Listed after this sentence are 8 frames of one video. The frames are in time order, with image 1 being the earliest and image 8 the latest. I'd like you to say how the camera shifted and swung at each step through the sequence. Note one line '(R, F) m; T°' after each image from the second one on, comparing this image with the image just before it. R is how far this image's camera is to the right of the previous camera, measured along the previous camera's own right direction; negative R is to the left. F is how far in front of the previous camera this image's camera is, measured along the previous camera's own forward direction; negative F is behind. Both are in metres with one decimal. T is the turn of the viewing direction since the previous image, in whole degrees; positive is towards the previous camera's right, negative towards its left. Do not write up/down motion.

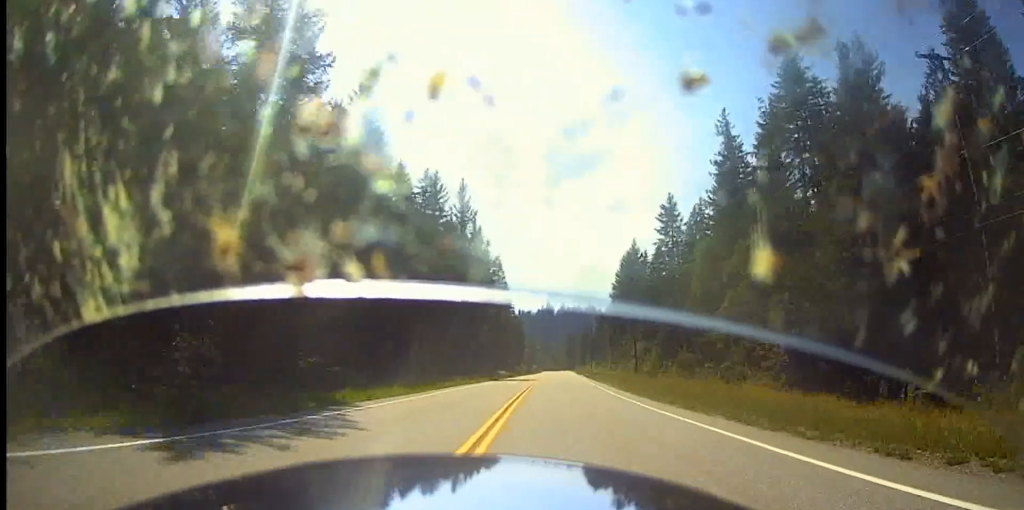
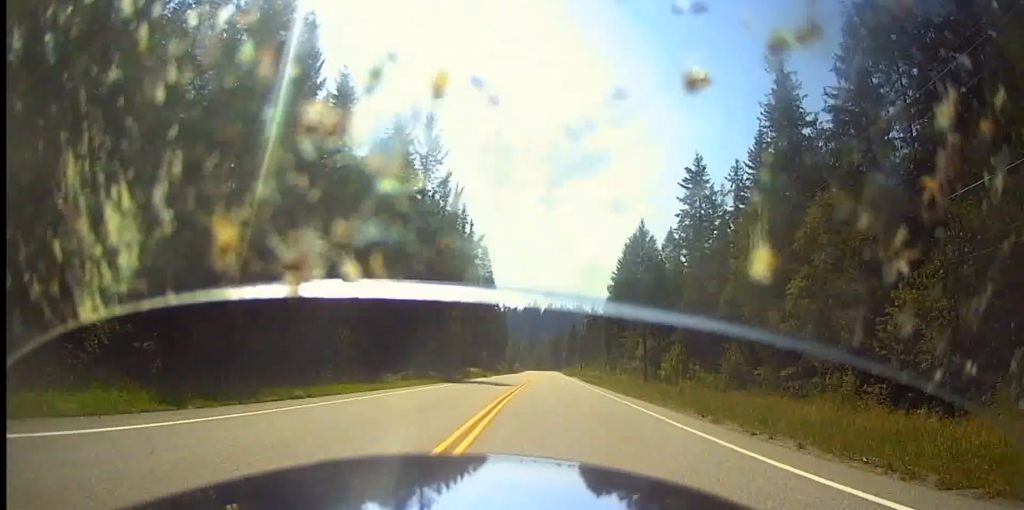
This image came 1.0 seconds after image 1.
(+1.0, +18.6) m; +4°
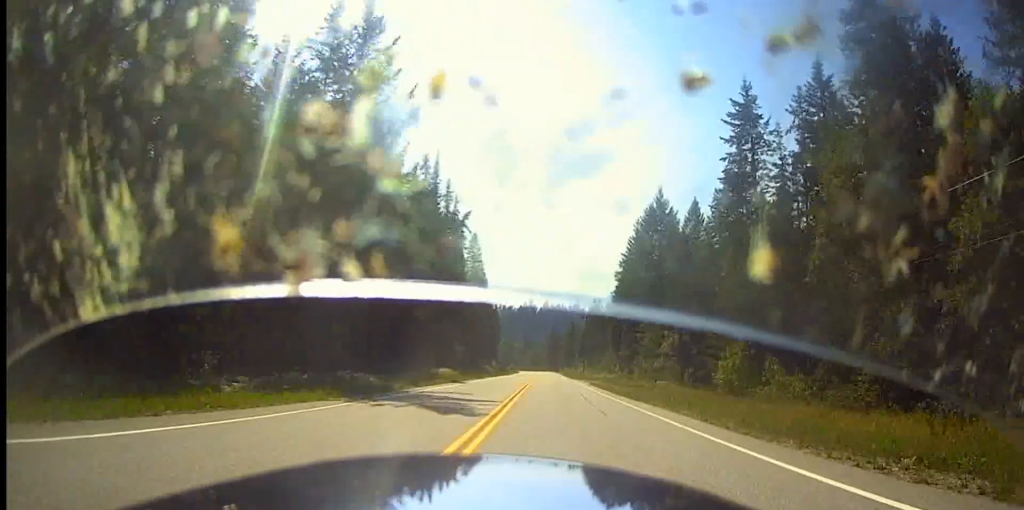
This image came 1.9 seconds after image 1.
(+0.4, +18.9) m; +4°
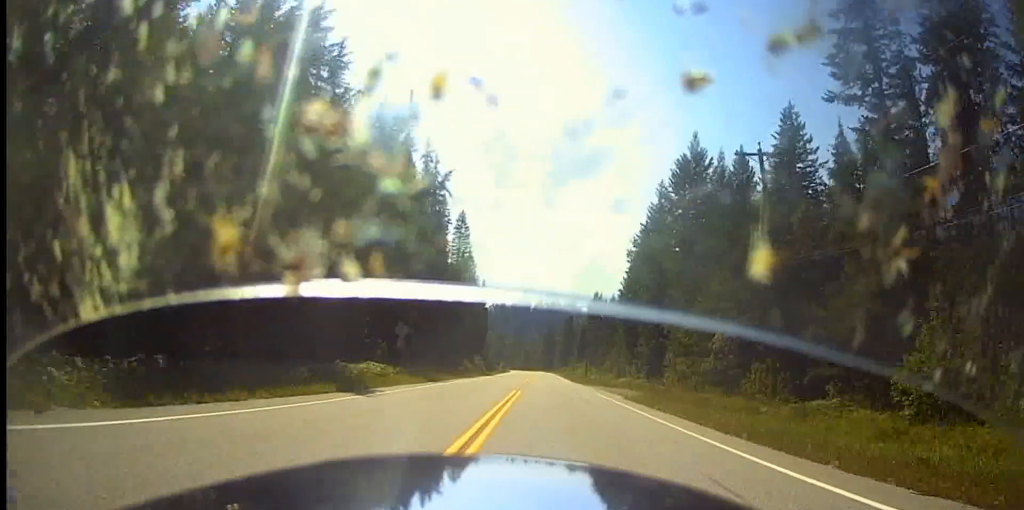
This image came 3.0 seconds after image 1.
(+1.2, +21.4) m; +4°
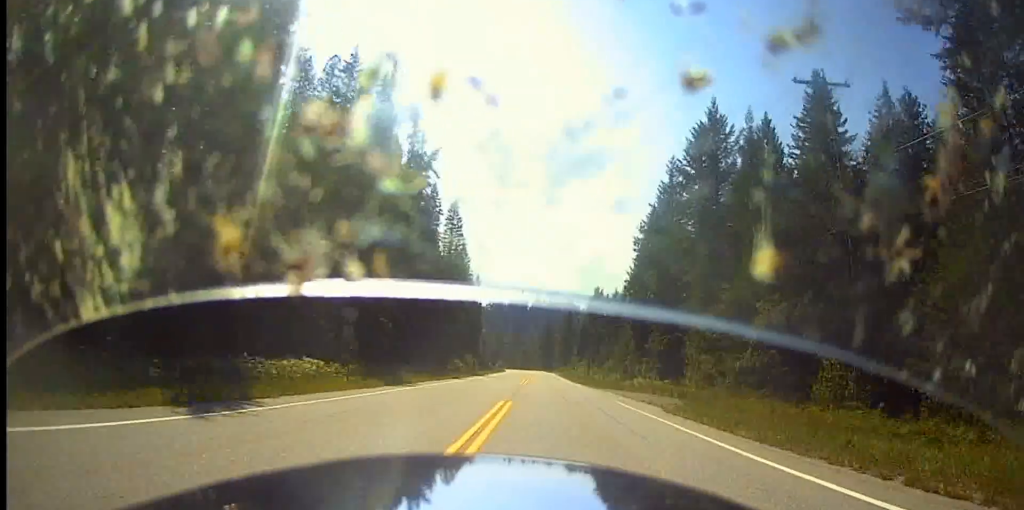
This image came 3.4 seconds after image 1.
(+0.1, +8.9) m; -1°
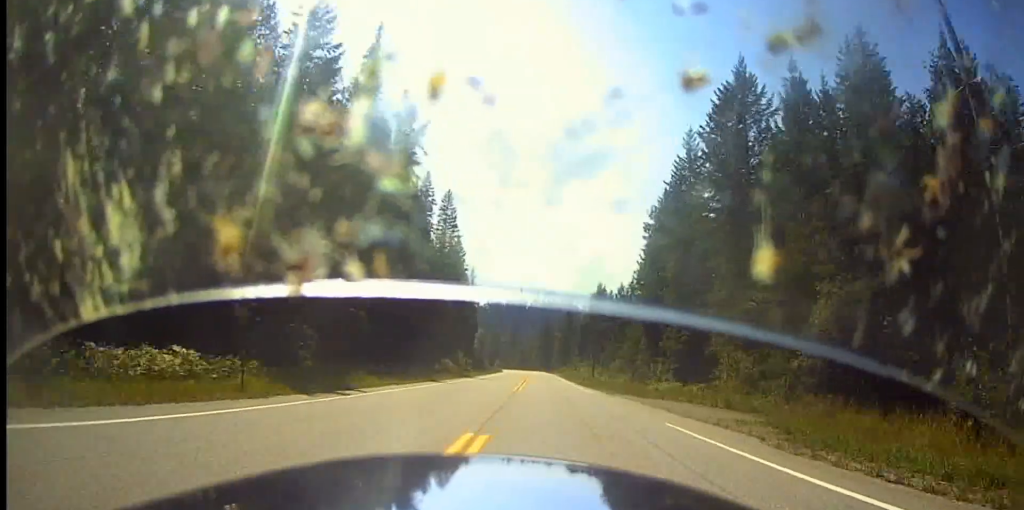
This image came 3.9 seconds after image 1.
(+0.2, +8.9) m; -2°
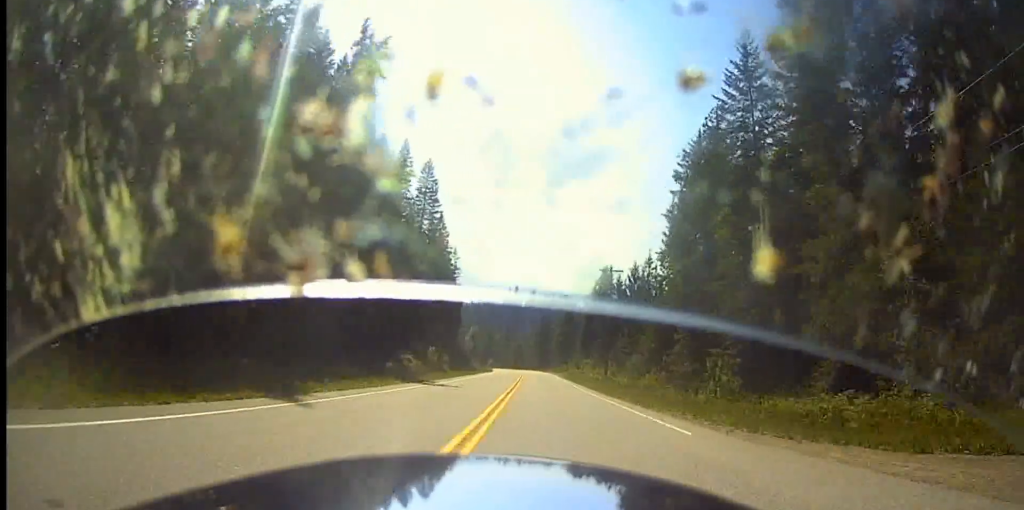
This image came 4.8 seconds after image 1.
(-1.1, +19.2) m; -5°
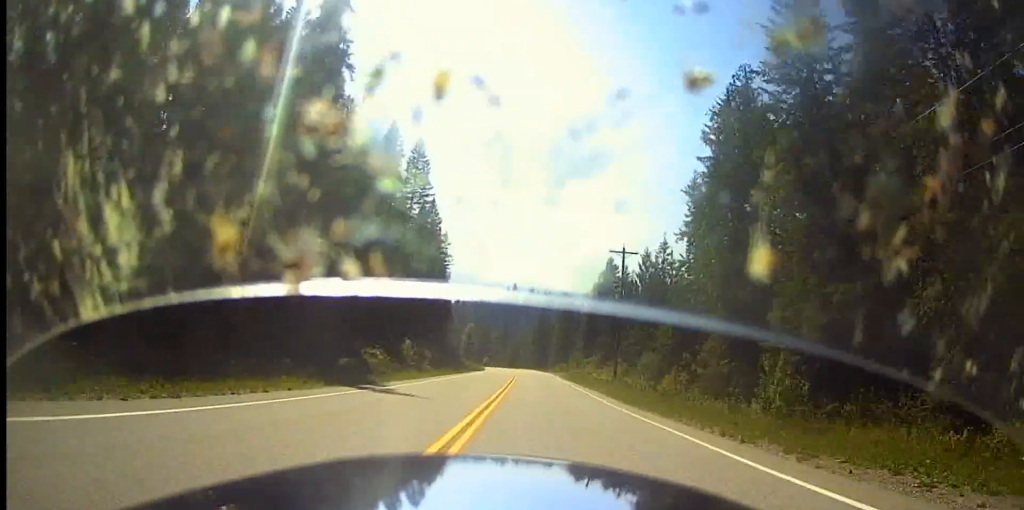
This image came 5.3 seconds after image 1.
(-0.3, +10.0) m; -2°
